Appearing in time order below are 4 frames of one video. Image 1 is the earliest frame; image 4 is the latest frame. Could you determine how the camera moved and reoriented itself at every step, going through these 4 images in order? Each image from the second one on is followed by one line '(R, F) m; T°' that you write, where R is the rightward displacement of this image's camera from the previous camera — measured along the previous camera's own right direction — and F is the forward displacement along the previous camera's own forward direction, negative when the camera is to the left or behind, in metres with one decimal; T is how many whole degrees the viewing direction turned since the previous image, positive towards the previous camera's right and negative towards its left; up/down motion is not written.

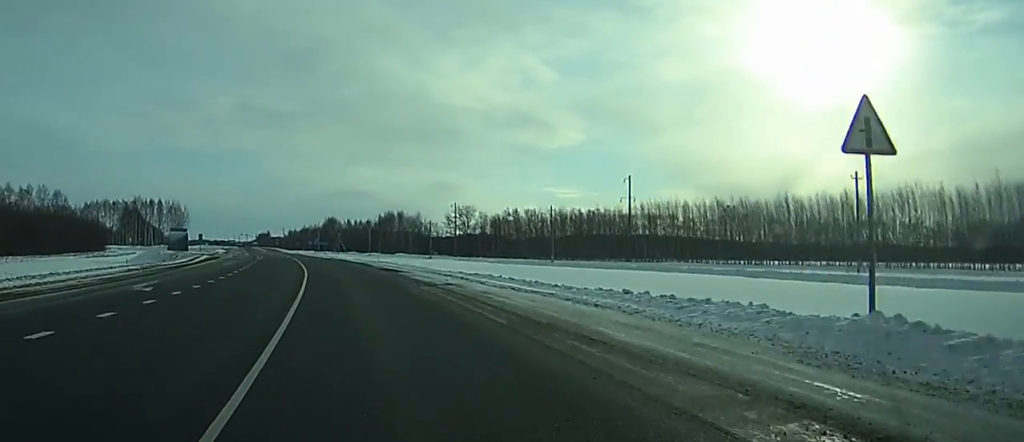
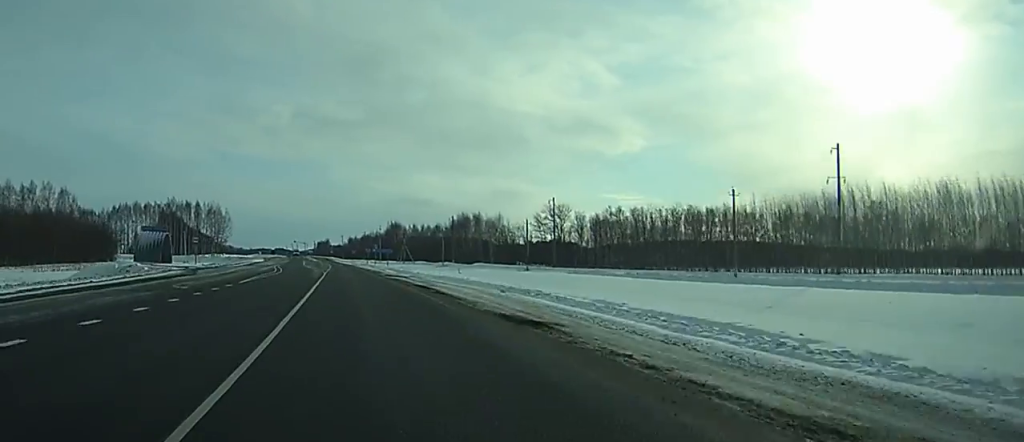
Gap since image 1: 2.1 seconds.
(-1.9, +49.4) m; -4°
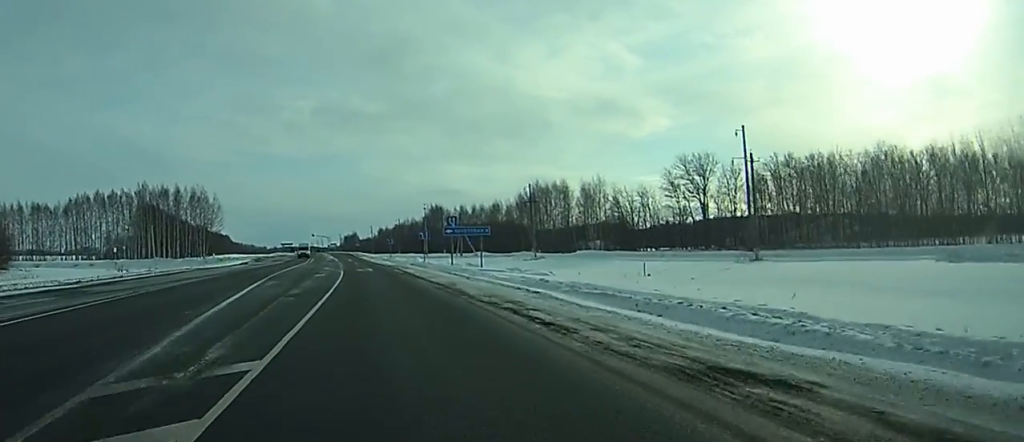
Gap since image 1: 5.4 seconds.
(-2.7, +78.5) m; -3°
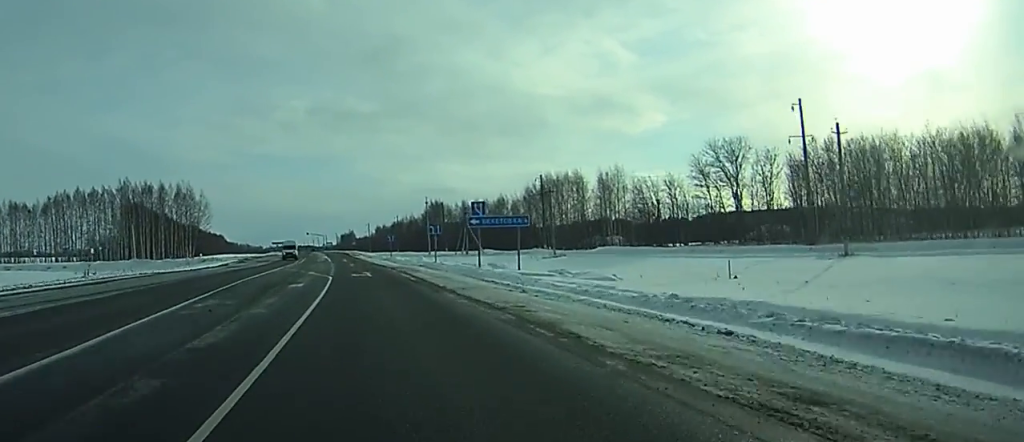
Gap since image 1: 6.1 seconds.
(0.0, +14.6) m; 0°
